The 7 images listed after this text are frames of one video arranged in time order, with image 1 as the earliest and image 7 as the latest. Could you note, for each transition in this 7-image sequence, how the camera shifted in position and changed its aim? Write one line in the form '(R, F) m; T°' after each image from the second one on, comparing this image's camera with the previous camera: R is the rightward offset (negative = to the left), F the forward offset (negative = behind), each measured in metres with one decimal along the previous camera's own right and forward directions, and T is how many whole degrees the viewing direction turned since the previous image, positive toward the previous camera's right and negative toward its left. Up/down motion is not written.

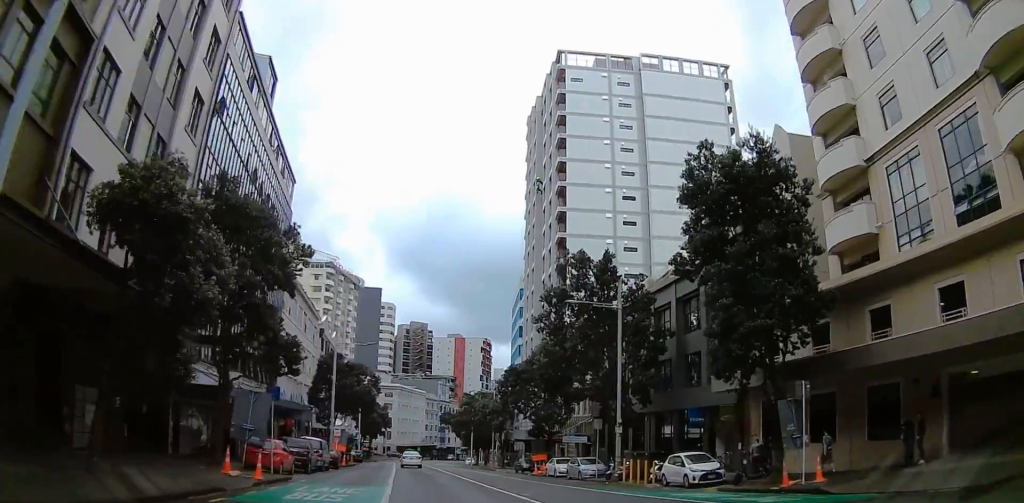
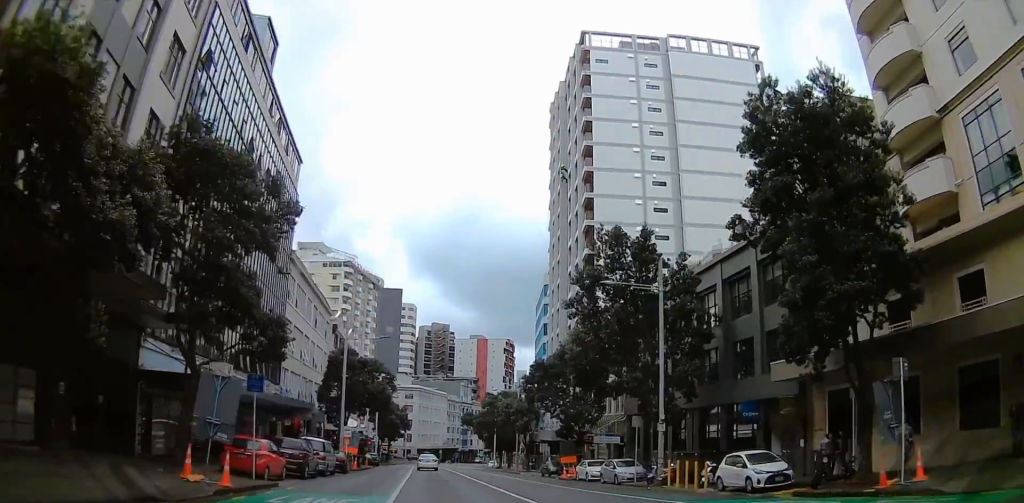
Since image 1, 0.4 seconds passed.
(+0.1, +4.5) m; 0°
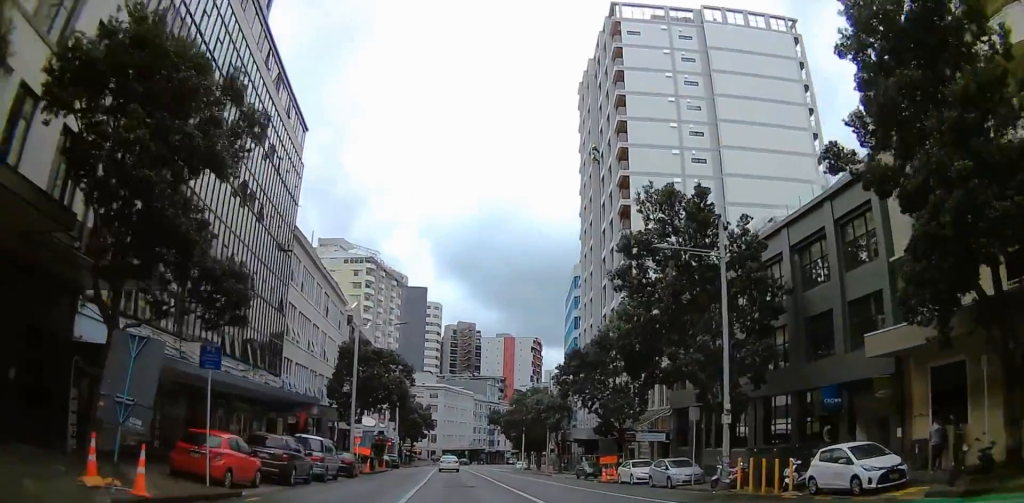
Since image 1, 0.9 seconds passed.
(+0.3, +5.4) m; -1°
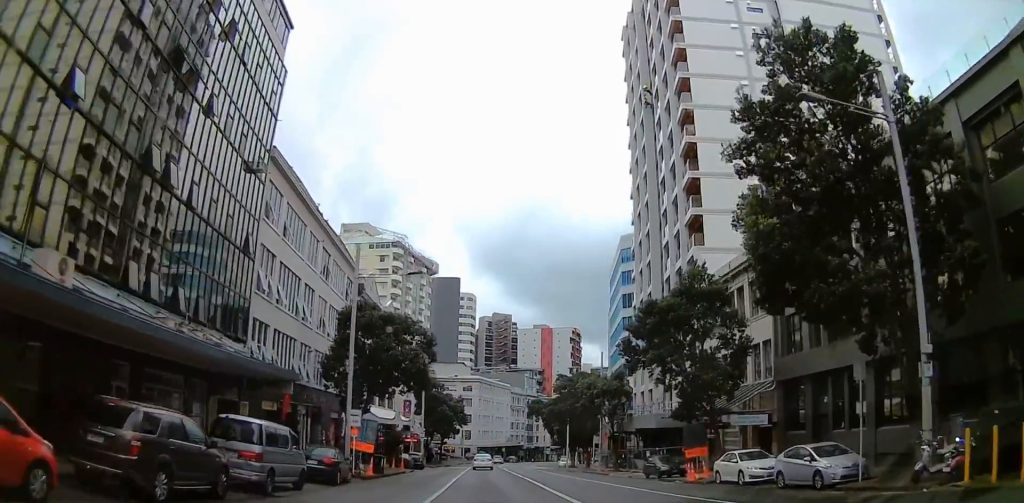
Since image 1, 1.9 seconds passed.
(-0.7, +12.0) m; -5°
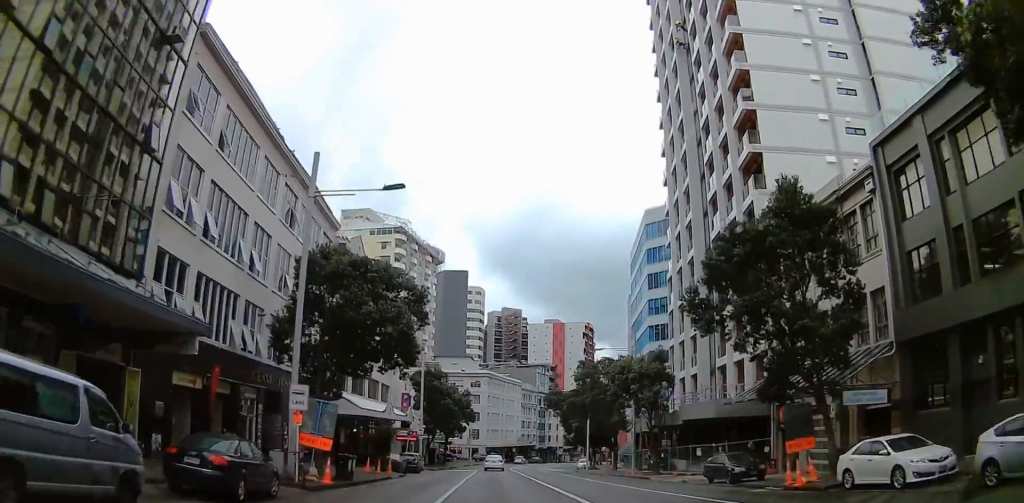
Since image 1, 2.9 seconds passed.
(-0.2, +11.4) m; -4°
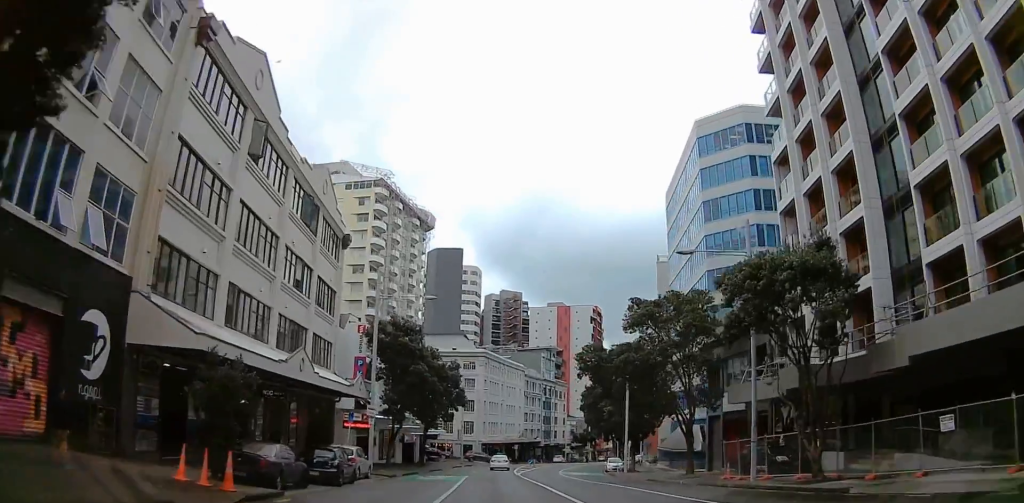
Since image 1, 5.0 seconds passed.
(-1.3, +25.5) m; -2°
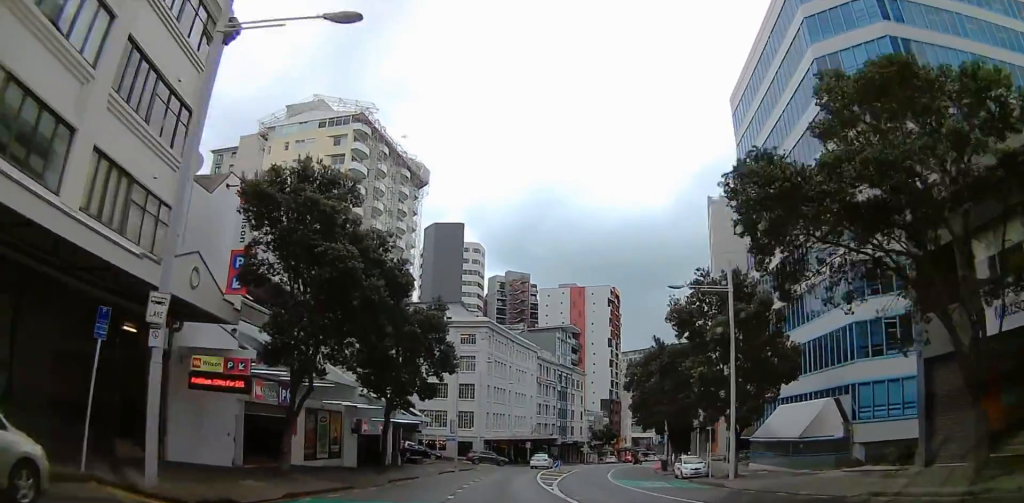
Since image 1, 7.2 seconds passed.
(+1.1, +24.9) m; +2°
